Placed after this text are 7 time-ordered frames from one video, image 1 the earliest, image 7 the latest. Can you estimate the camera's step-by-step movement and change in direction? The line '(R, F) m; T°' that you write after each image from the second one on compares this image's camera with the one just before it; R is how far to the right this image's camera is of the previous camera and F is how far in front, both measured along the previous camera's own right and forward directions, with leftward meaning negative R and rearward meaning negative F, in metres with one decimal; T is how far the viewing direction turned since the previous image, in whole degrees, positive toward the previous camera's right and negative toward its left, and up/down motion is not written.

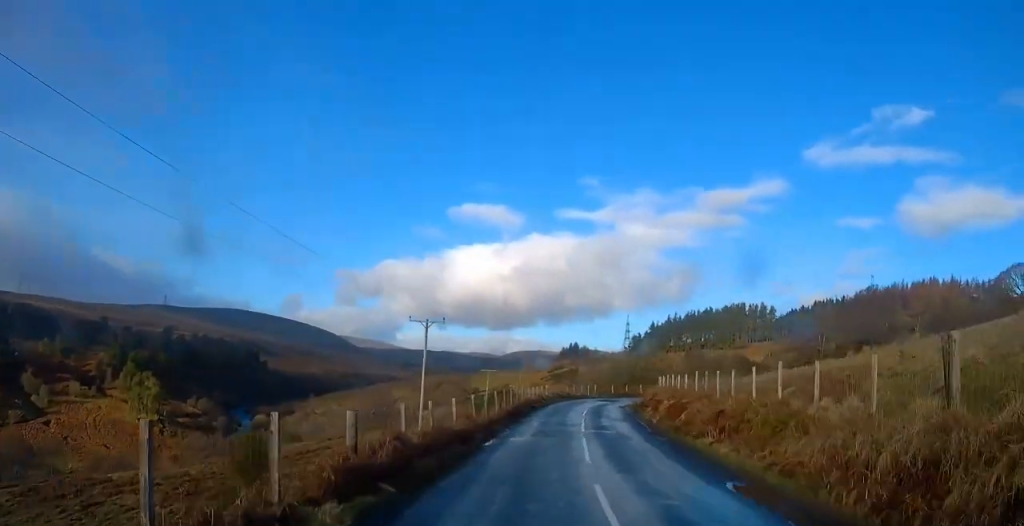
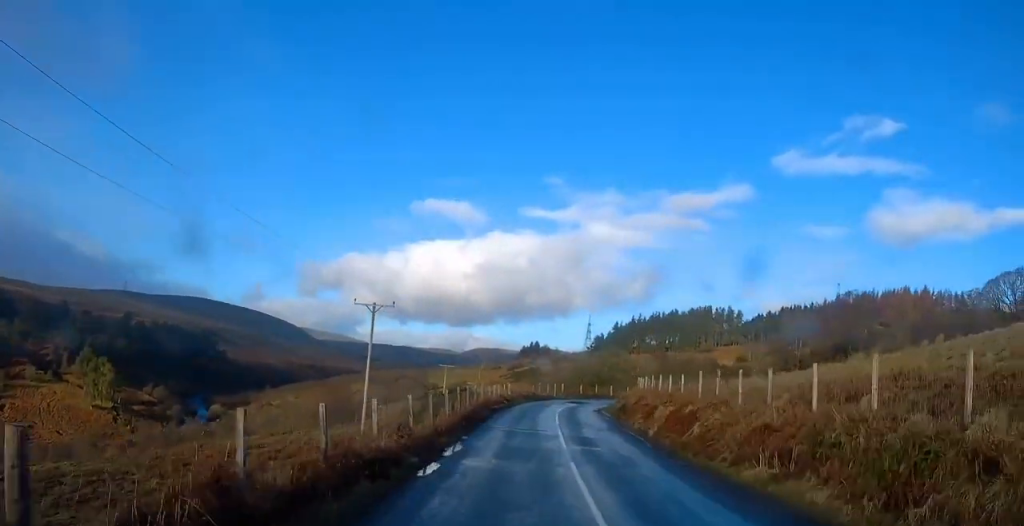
(+0.3, +5.9) m; +4°
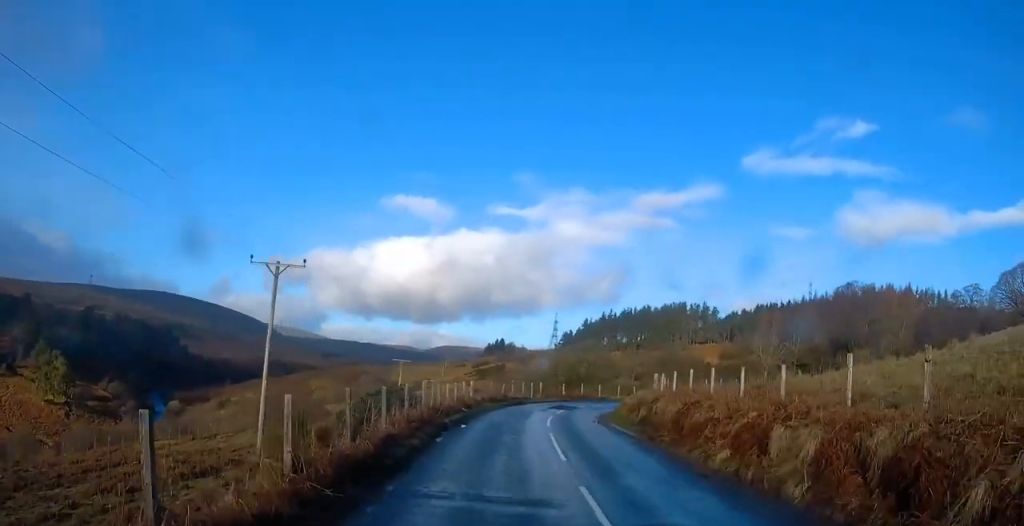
(+0.9, +12.1) m; +7°
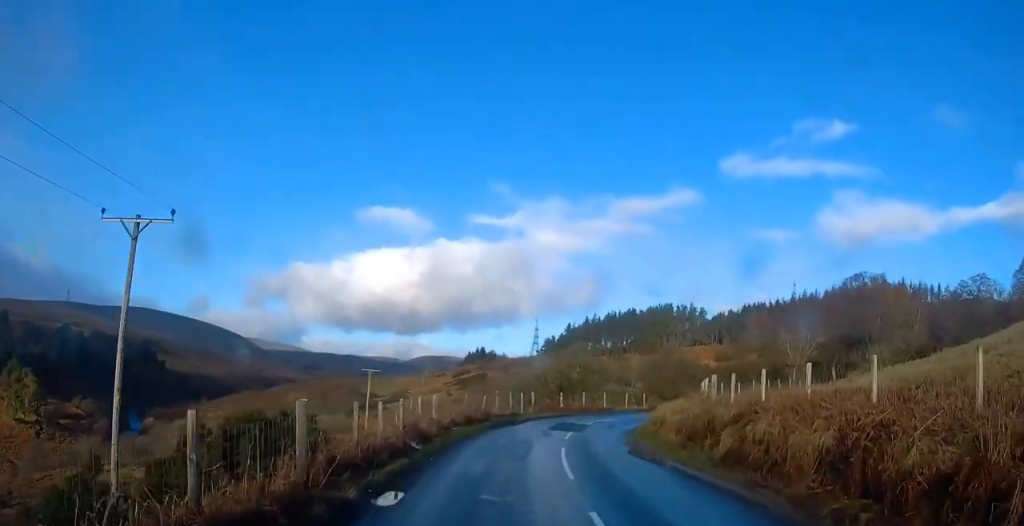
(+0.5, +10.2) m; +3°
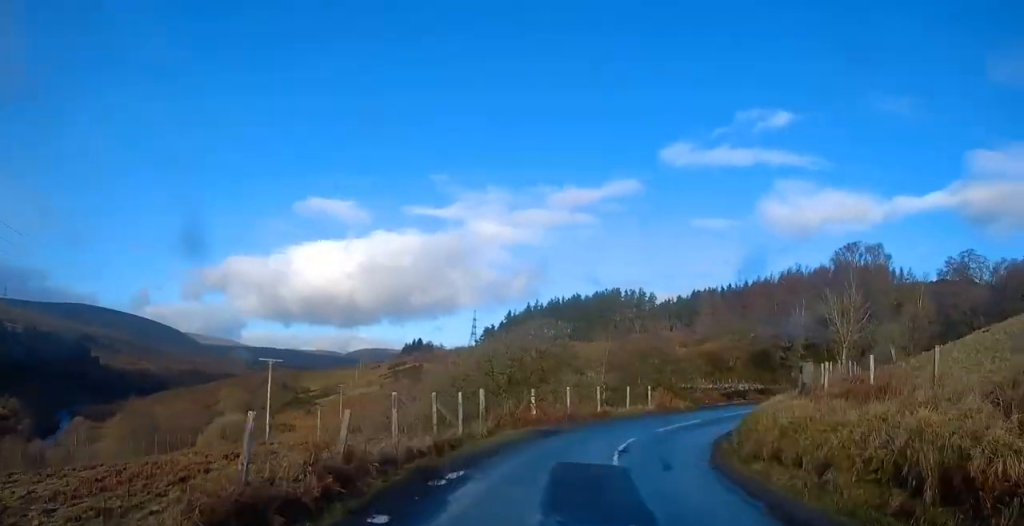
(+0.4, +16.6) m; +4°
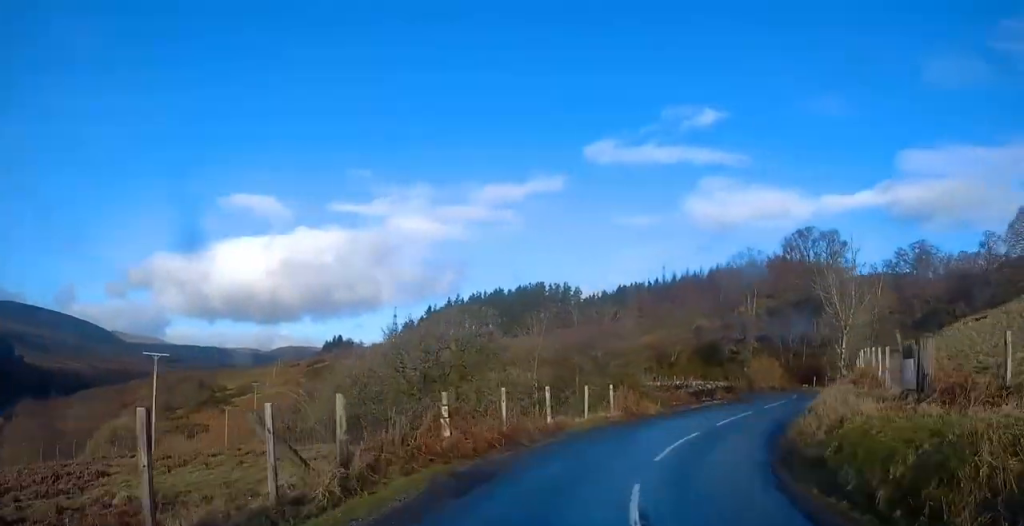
(+0.2, +8.5) m; +7°
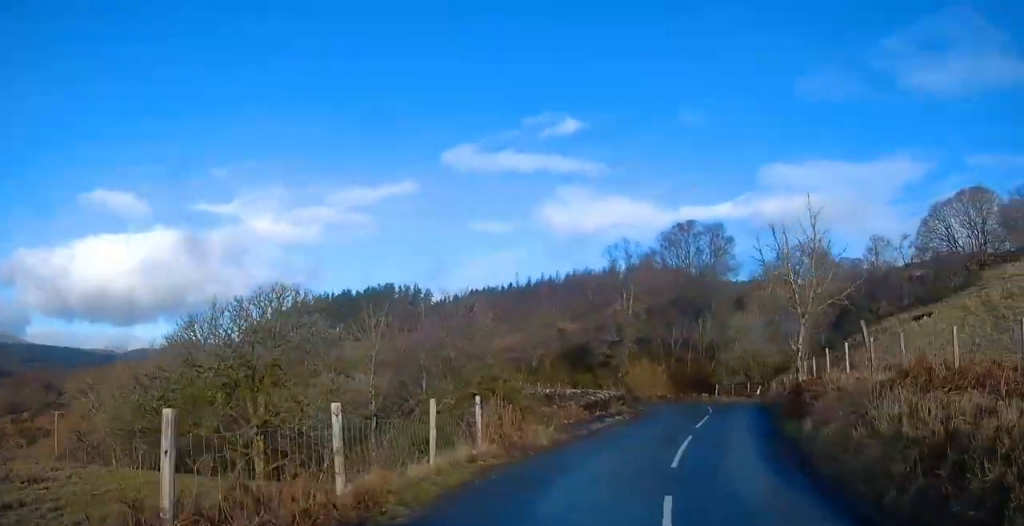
(+1.0, +9.3) m; +16°
